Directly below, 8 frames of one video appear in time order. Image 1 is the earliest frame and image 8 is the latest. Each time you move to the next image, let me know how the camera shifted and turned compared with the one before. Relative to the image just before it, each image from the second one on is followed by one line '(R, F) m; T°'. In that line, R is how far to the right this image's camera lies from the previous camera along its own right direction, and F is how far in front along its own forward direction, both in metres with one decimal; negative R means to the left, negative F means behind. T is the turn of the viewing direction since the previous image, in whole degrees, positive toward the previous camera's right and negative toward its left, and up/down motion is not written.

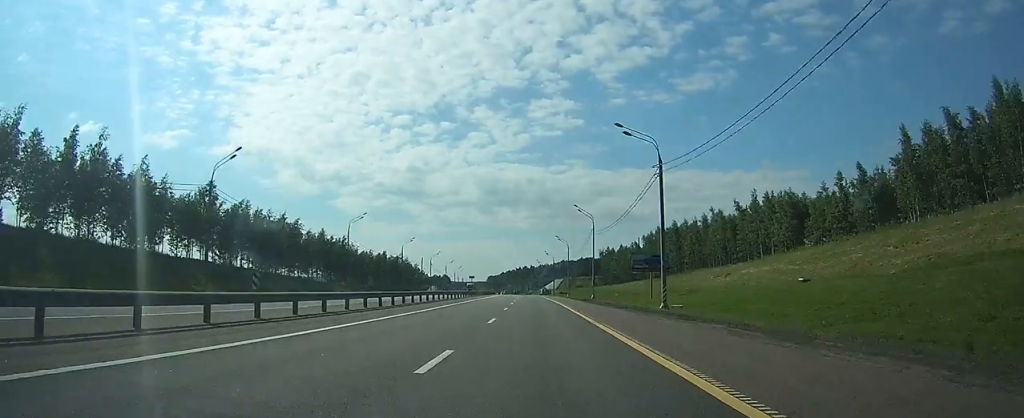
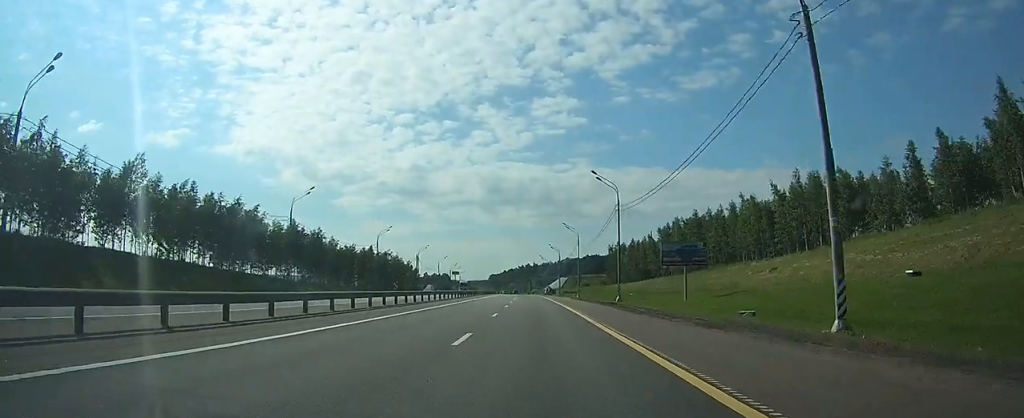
(-0.1, +19.8) m; 0°
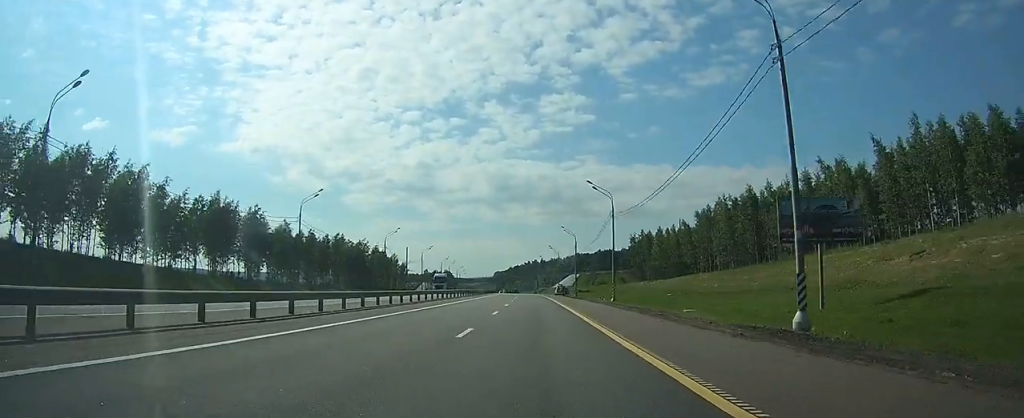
(-0.2, +34.3) m; 0°
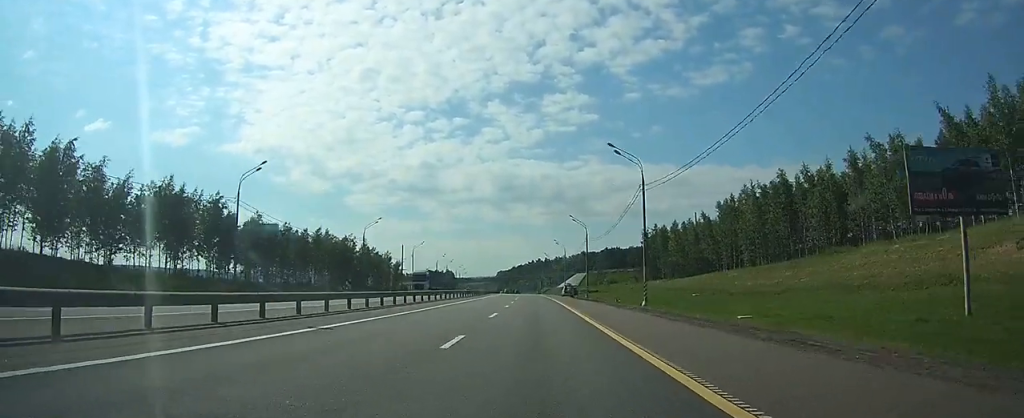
(0.0, +14.4) m; 0°
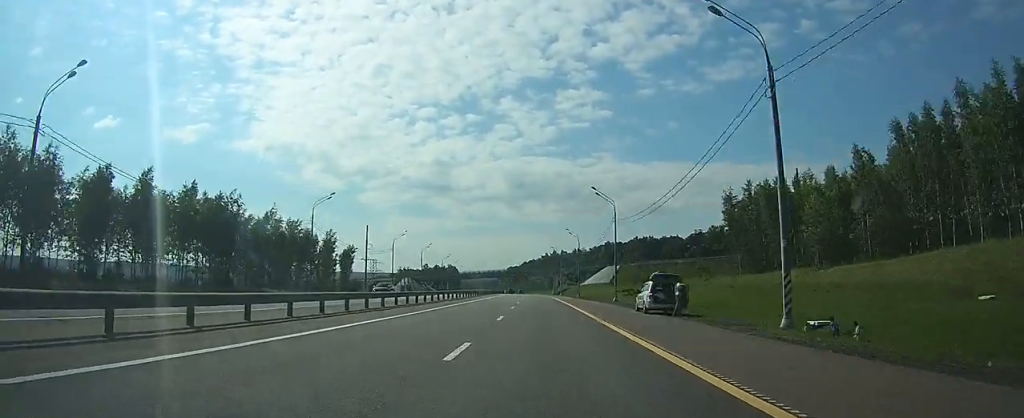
(-0.5, +62.1) m; -1°
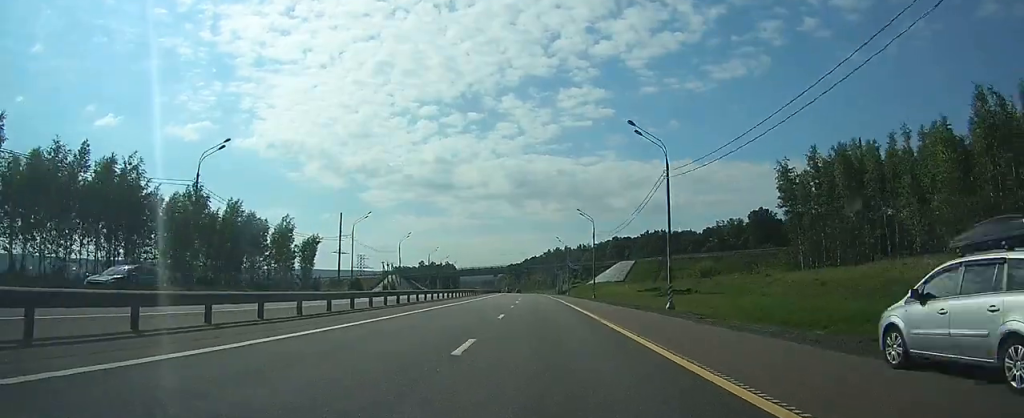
(-0.1, +23.3) m; -1°
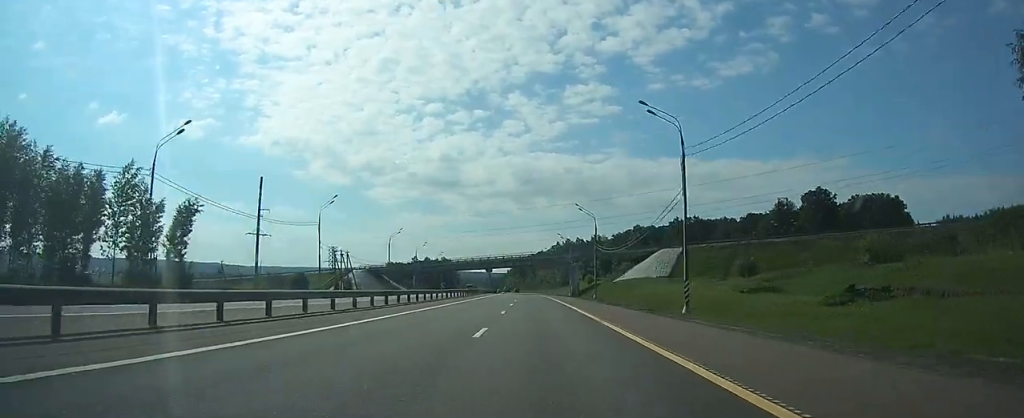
(-0.4, +44.4) m; -1°
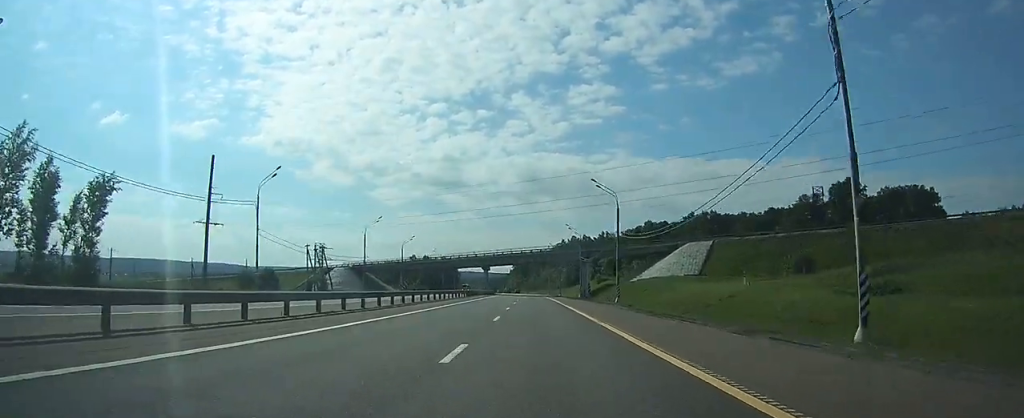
(-0.1, +16.6) m; 0°
